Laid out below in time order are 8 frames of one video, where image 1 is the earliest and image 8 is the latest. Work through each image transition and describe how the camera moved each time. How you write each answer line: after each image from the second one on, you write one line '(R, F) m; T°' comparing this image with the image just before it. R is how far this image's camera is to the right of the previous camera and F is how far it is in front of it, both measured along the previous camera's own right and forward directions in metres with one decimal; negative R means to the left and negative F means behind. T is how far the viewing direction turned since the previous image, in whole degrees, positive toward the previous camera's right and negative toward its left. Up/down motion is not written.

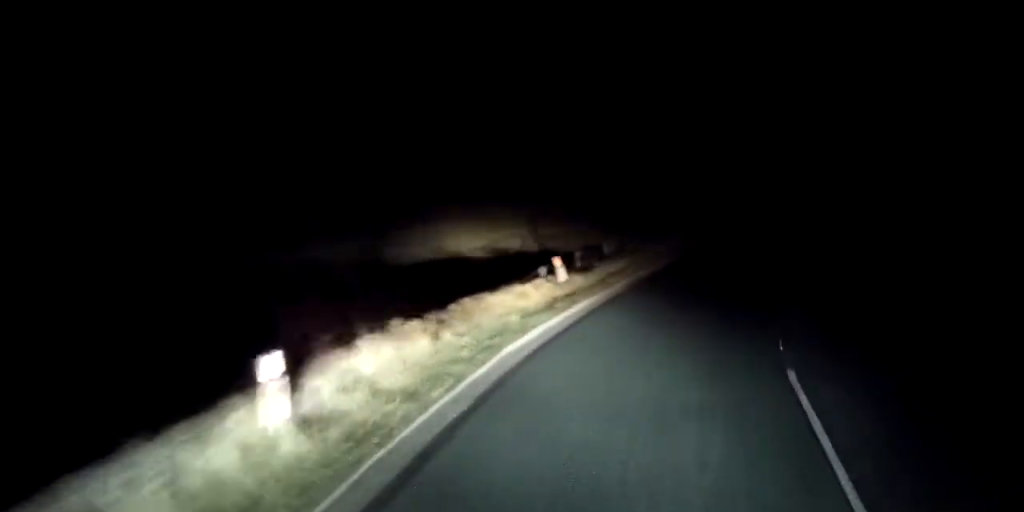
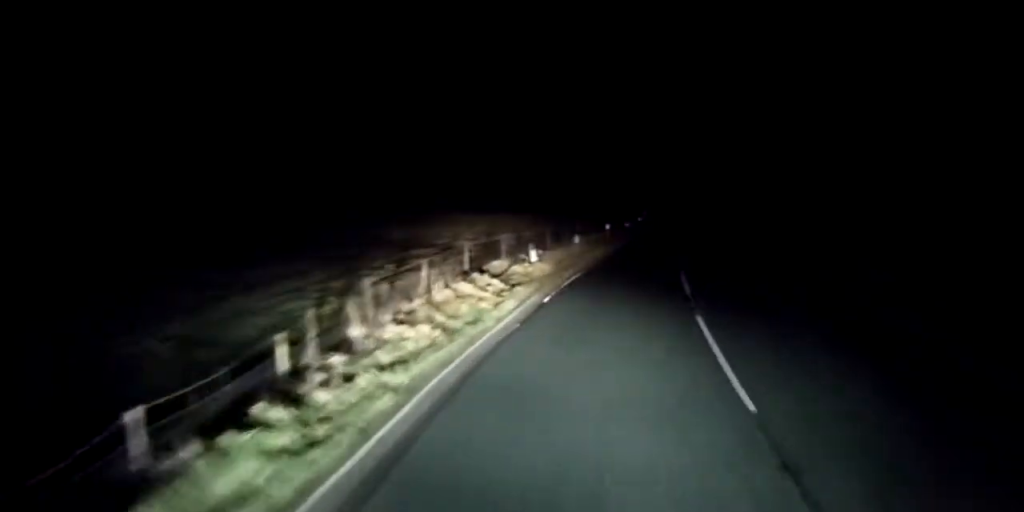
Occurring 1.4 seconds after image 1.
(+1.8, +13.5) m; +13°
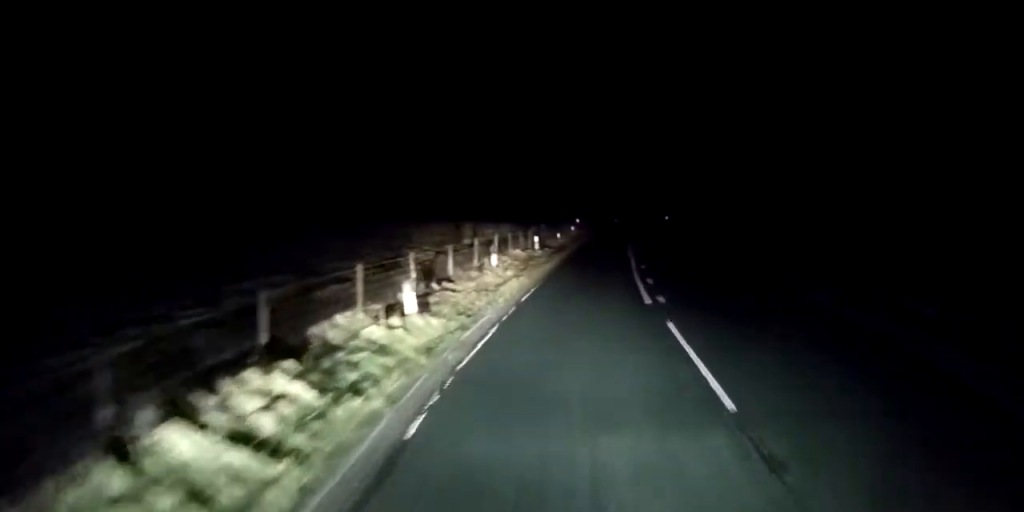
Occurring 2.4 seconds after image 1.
(+0.4, +9.3) m; +3°
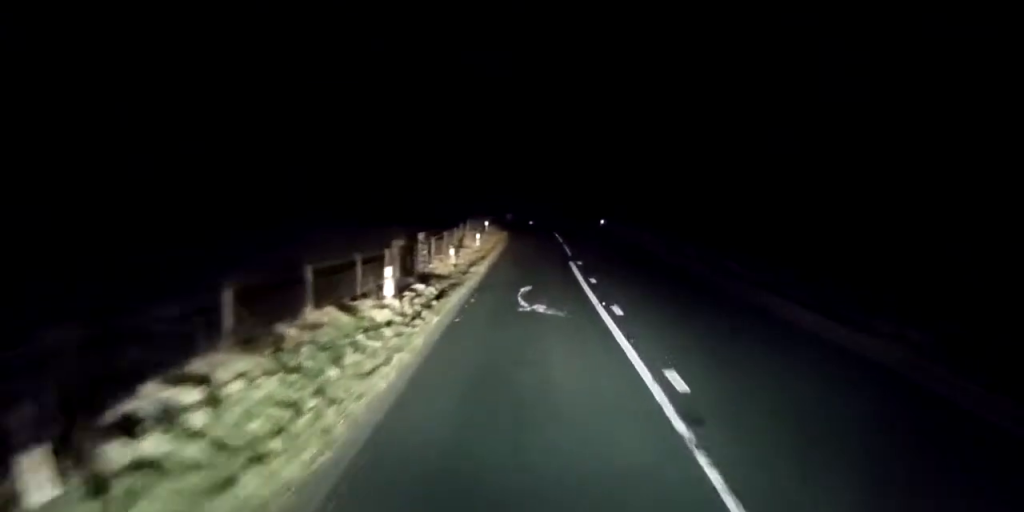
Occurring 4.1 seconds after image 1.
(+0.4, +17.8) m; +3°
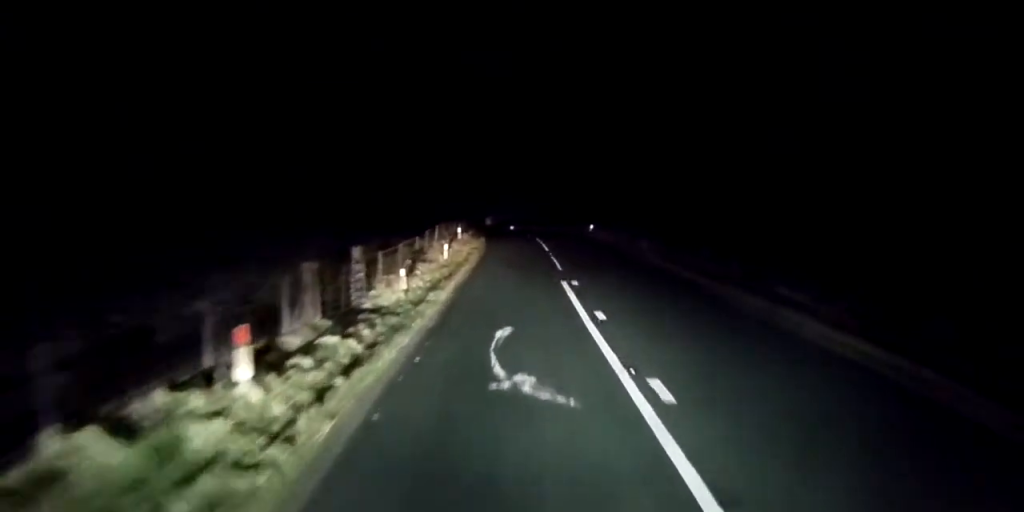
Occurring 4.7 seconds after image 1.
(0.0, +6.4) m; 0°
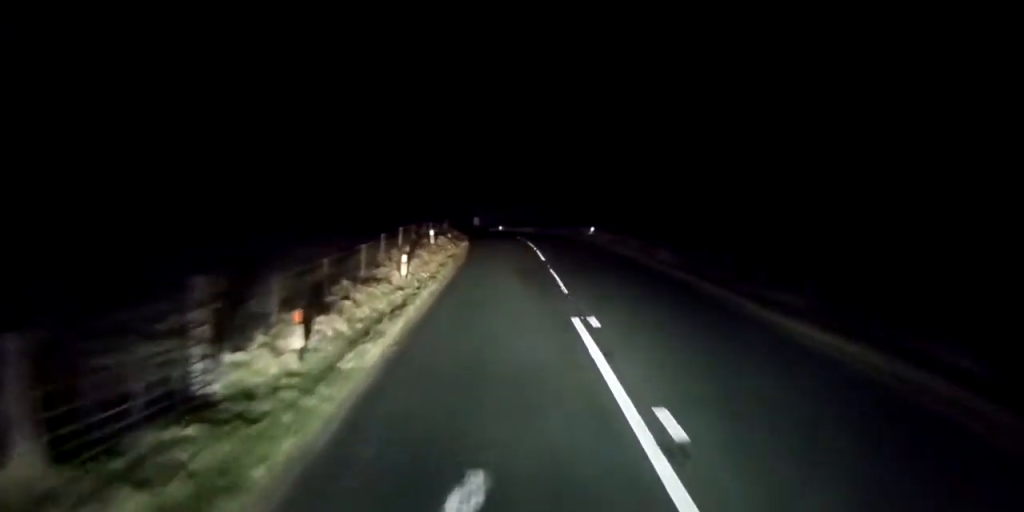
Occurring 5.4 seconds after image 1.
(0.0, +7.6) m; 0°
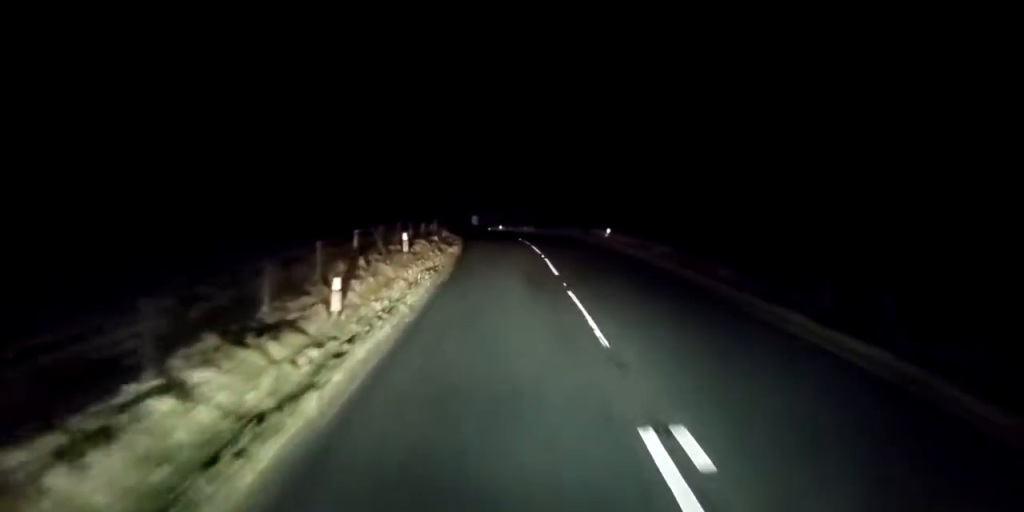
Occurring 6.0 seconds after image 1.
(0.0, +7.5) m; 0°
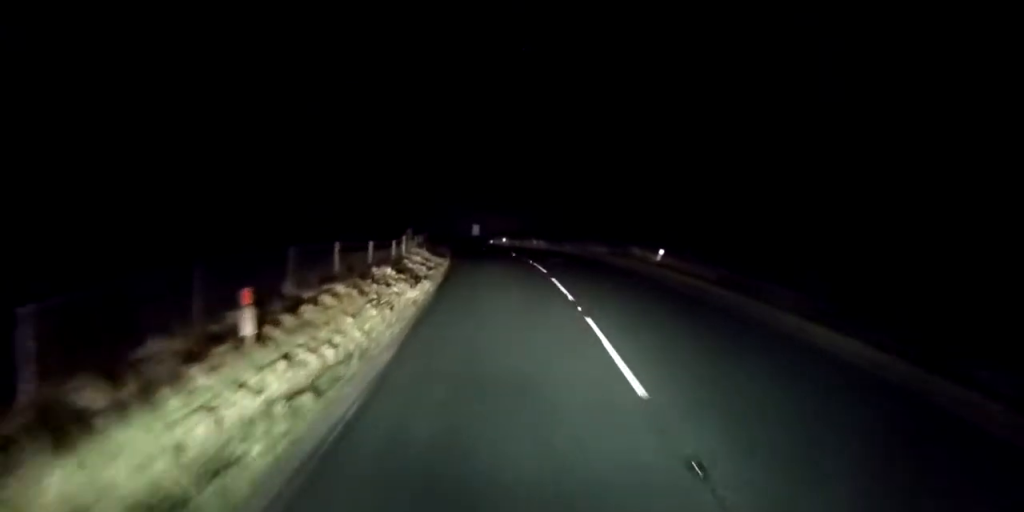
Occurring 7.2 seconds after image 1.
(0.0, +13.0) m; 0°
